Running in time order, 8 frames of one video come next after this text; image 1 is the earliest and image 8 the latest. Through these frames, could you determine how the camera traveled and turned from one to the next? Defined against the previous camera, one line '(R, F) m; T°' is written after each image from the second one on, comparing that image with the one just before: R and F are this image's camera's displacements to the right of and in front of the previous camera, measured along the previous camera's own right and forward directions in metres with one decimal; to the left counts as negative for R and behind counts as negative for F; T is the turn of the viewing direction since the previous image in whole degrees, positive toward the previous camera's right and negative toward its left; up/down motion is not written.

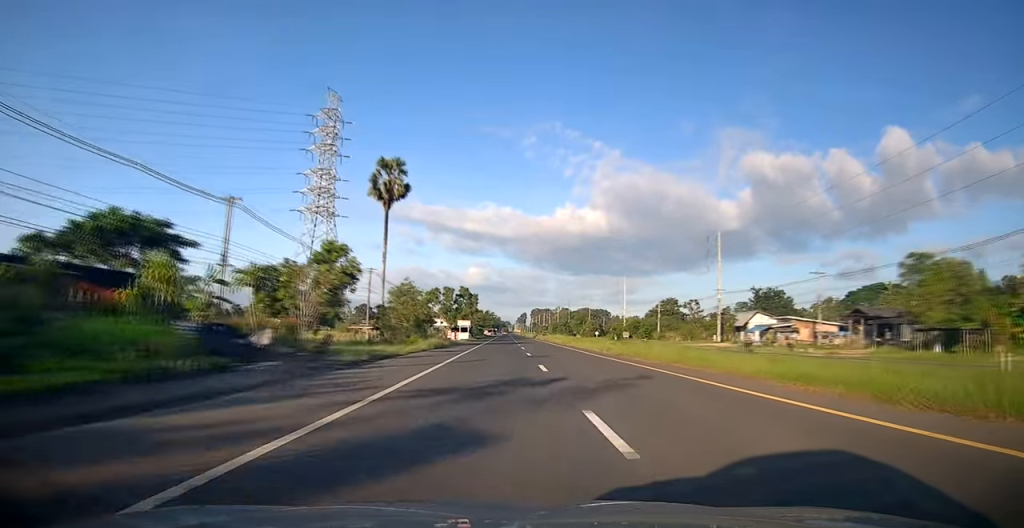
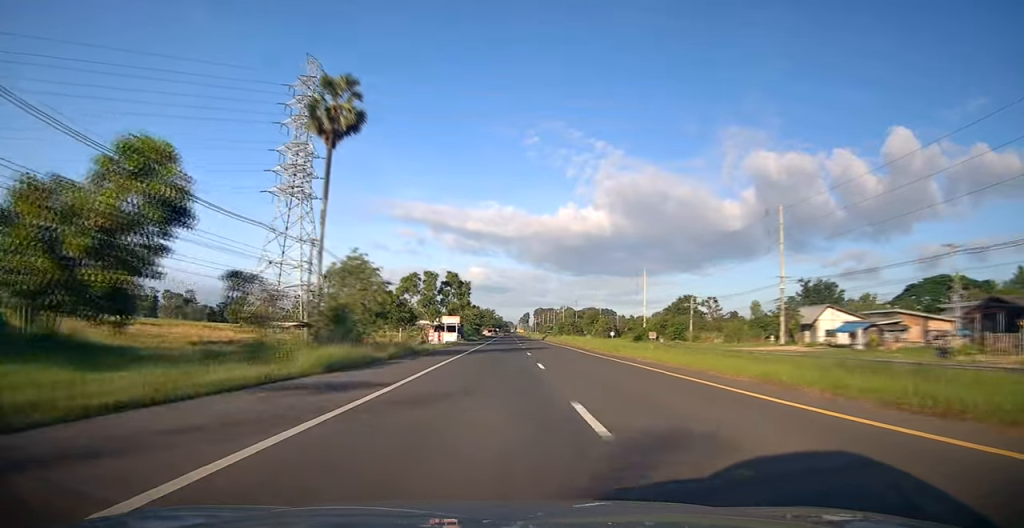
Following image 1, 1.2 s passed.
(+0.2, +23.0) m; 0°
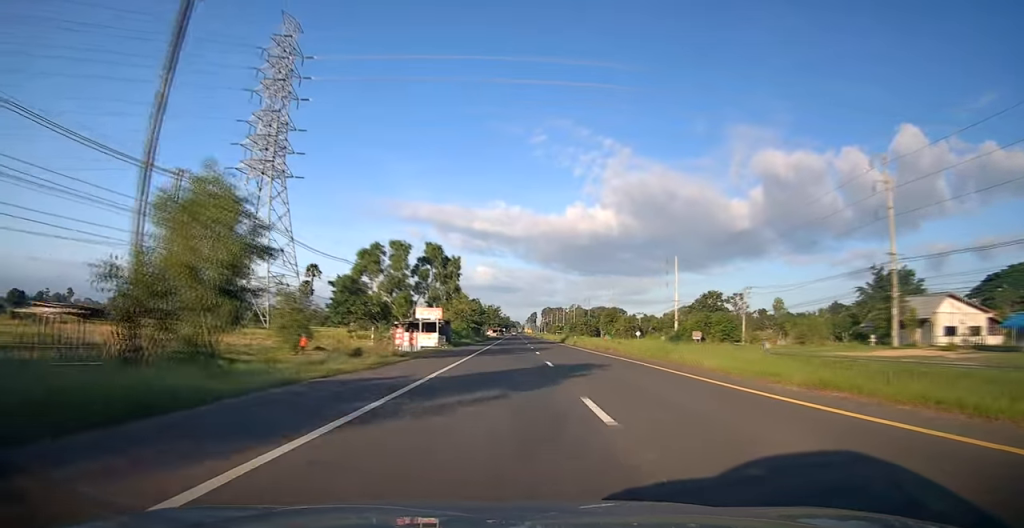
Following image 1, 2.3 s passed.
(+0.1, +23.1) m; 0°
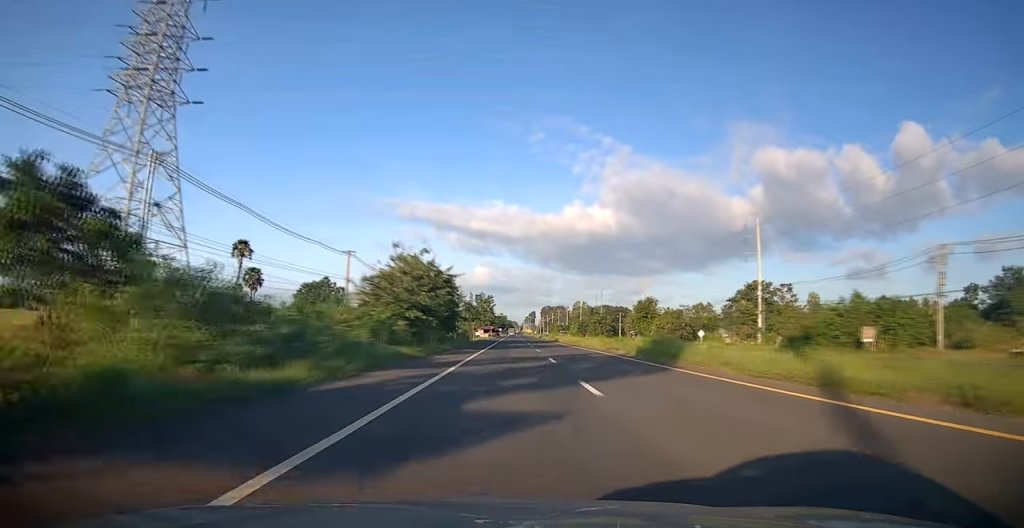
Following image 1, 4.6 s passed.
(-0.4, +45.5) m; -1°
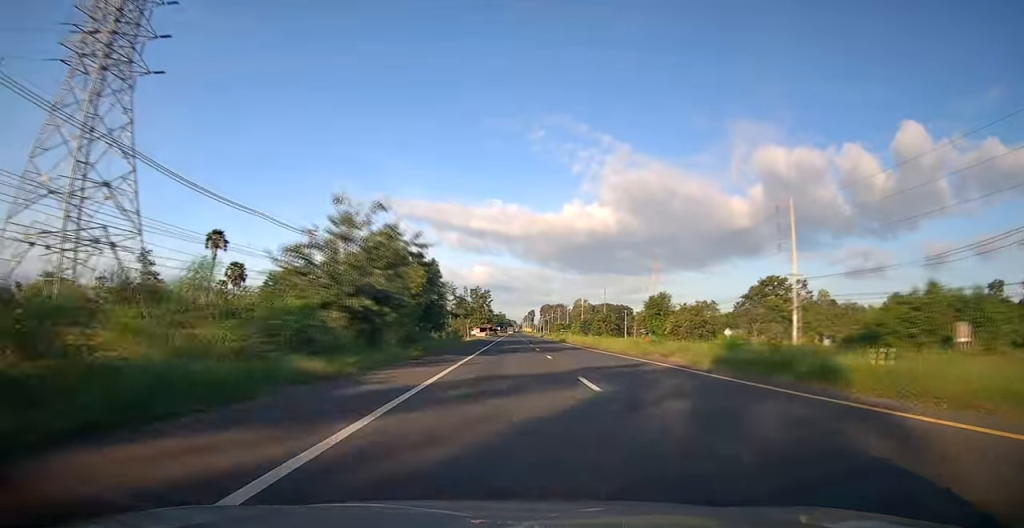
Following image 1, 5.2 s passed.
(0.0, +11.3) m; 0°
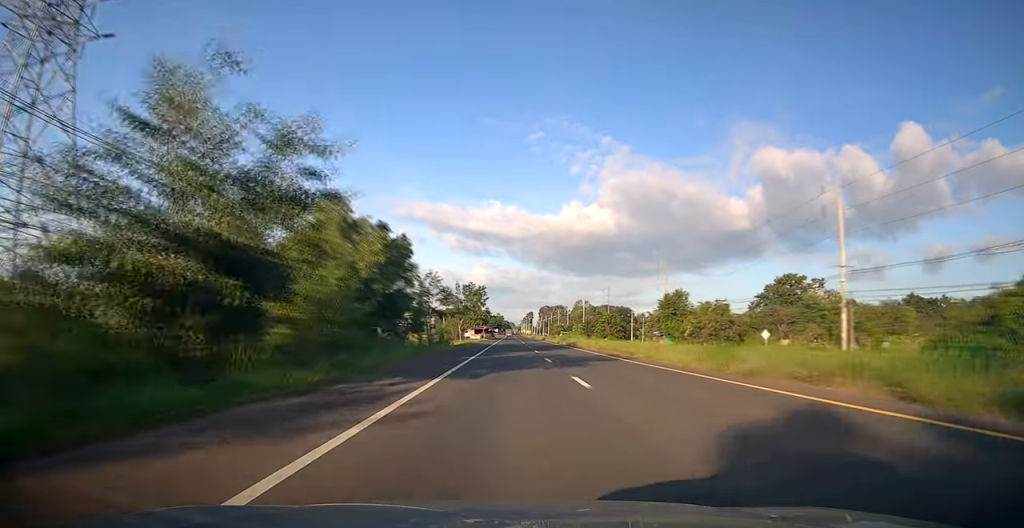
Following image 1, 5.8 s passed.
(+0.1, +12.2) m; 0°
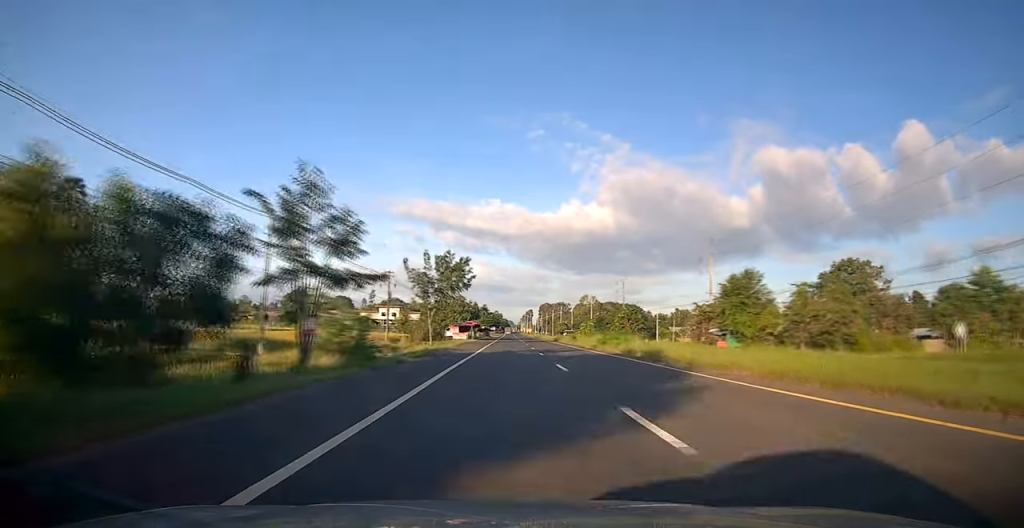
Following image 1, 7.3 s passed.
(0.0, +30.9) m; 0°
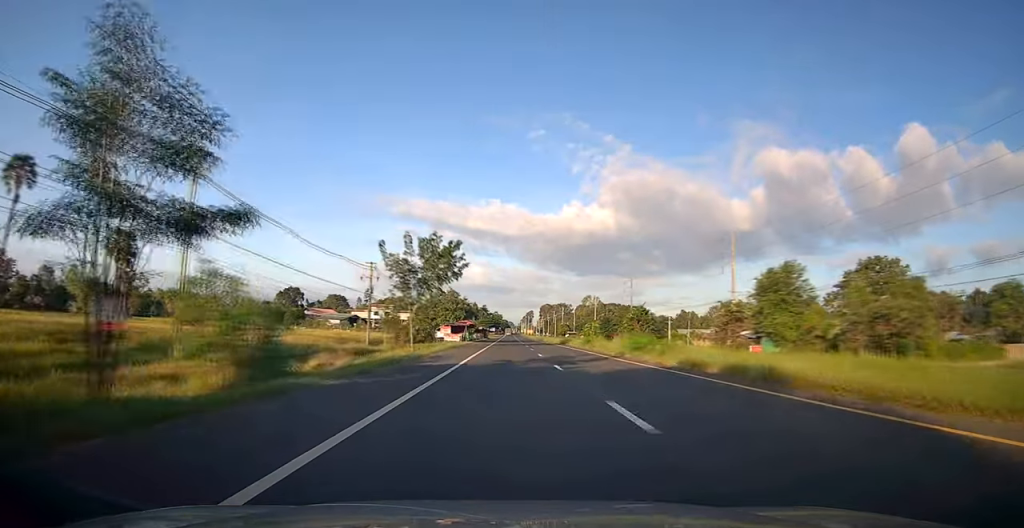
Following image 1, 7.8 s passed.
(0.0, +10.7) m; 0°
